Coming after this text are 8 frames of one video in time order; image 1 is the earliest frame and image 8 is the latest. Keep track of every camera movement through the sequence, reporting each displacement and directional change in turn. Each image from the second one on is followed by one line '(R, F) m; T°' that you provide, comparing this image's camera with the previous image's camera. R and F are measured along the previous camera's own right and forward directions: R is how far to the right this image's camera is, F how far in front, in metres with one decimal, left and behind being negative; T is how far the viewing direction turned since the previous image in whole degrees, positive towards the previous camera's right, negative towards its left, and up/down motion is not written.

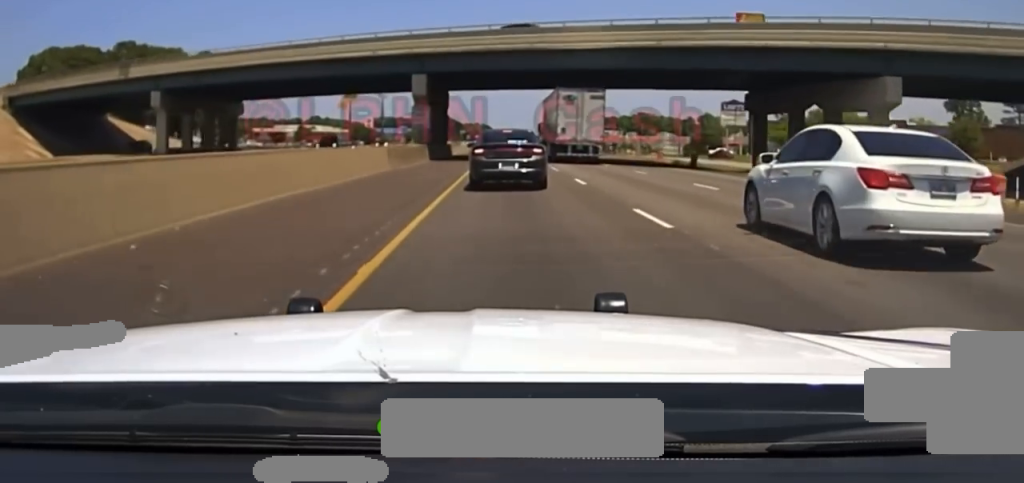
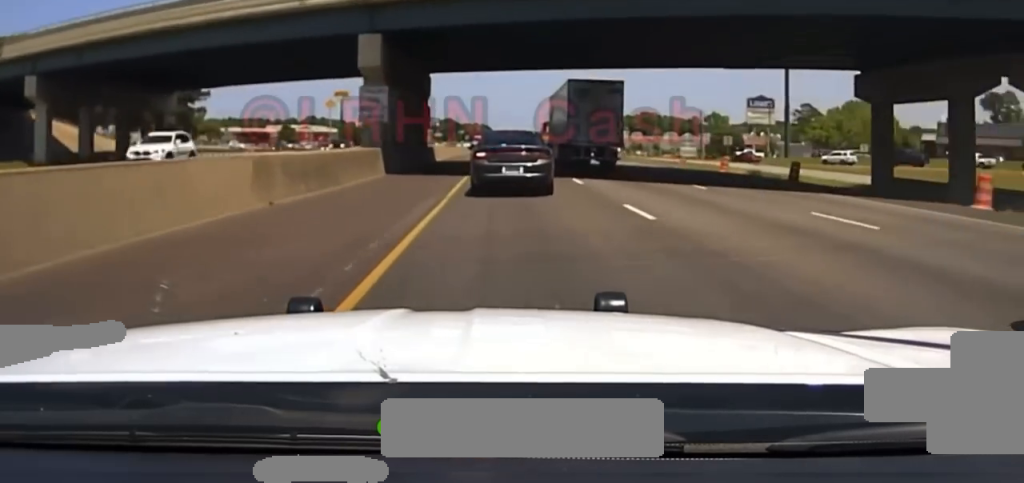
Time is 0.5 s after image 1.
(-0.1, +24.1) m; 0°
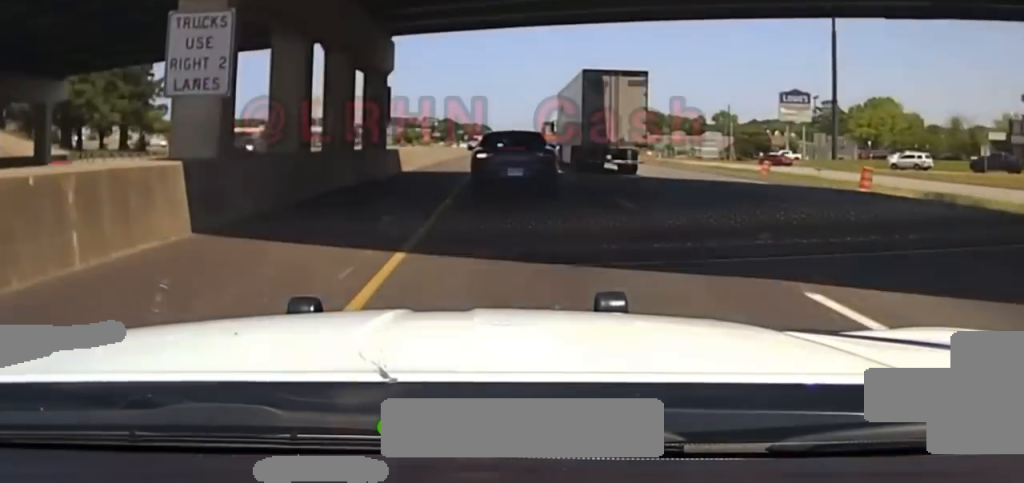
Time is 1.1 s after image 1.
(+0.2, +23.1) m; 0°
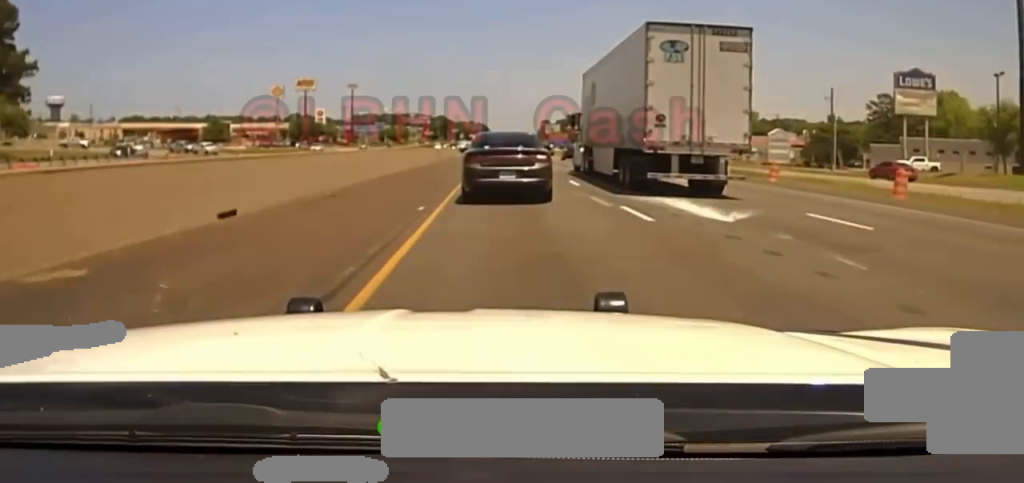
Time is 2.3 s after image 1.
(0.0, +54.2) m; 0°
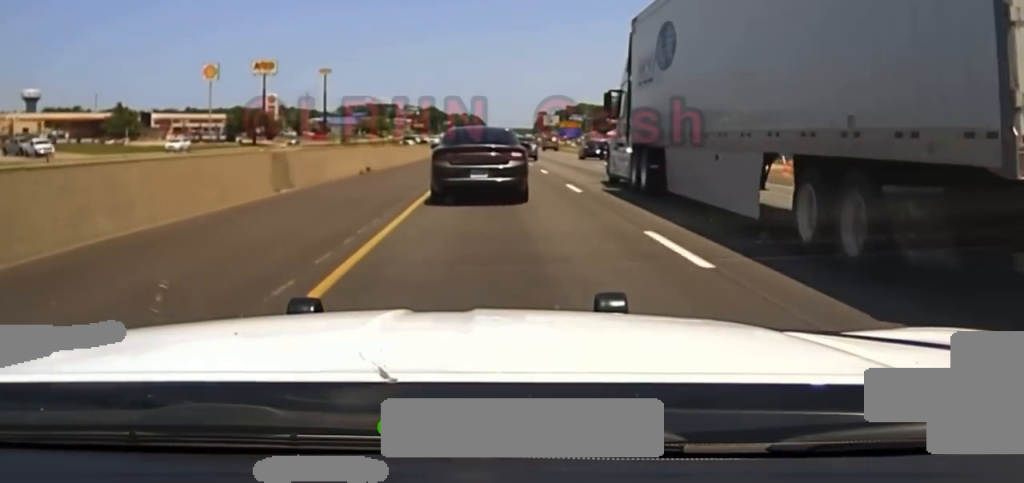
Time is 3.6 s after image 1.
(+0.1, +51.0) m; +1°
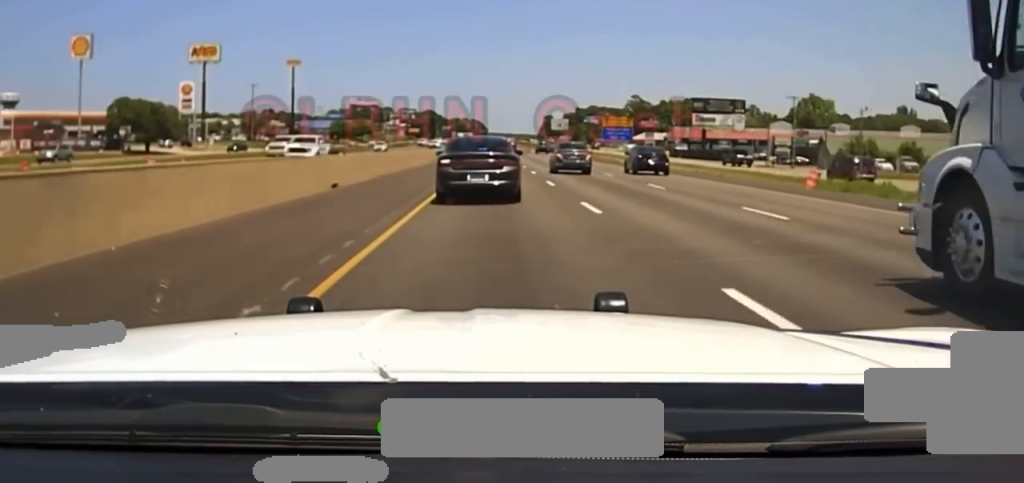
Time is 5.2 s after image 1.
(-0.1, +61.6) m; -1°
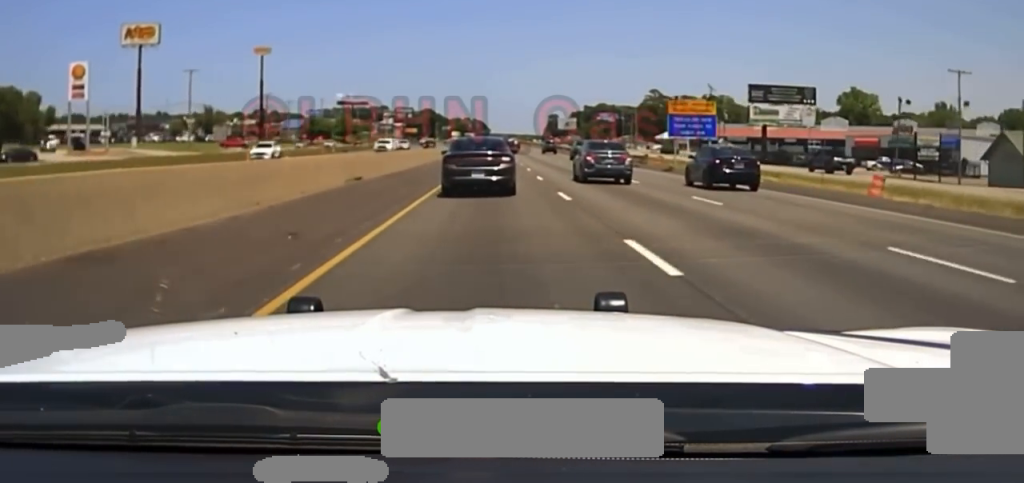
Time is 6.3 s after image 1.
(-0.1, +42.5) m; 0°
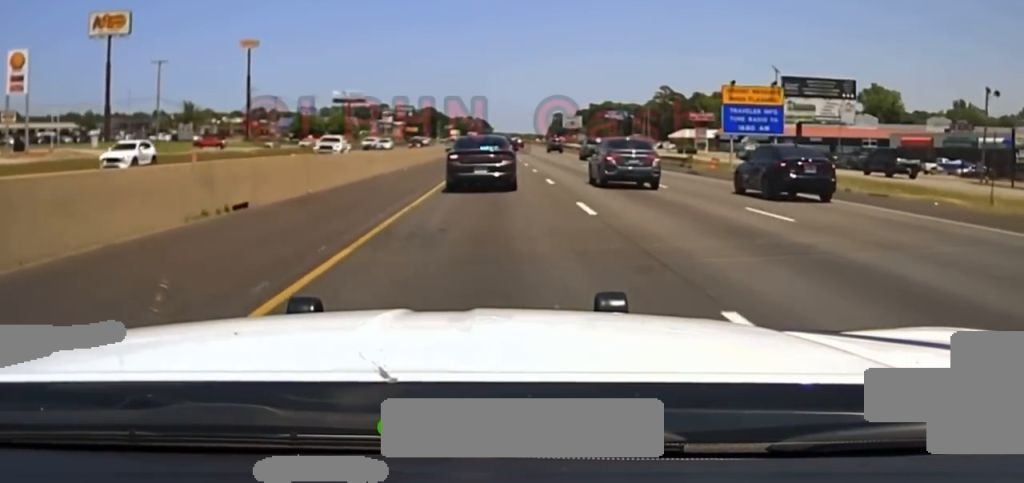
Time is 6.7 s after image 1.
(0.0, +16.3) m; 0°
